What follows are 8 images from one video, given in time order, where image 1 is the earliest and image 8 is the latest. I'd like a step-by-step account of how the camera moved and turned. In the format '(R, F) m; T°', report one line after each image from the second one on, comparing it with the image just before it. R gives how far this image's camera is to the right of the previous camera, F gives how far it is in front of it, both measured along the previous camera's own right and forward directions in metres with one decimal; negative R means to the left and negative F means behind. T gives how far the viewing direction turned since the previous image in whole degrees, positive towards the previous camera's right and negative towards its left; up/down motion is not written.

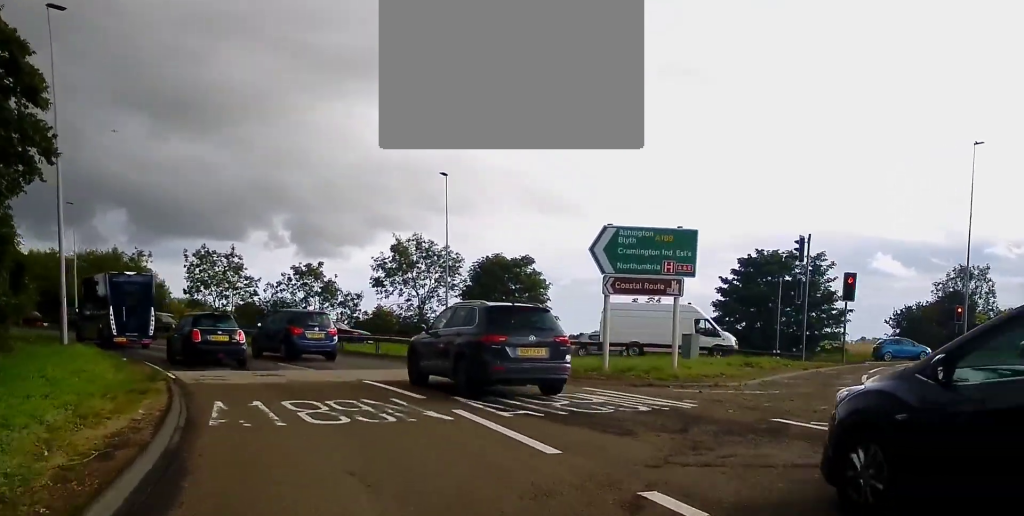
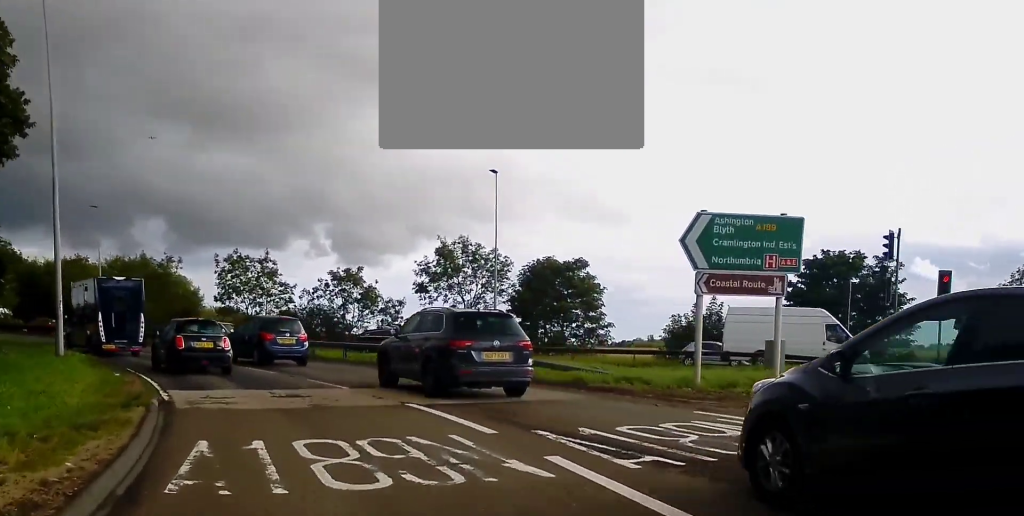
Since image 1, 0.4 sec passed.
(-0.1, +3.8) m; -1°
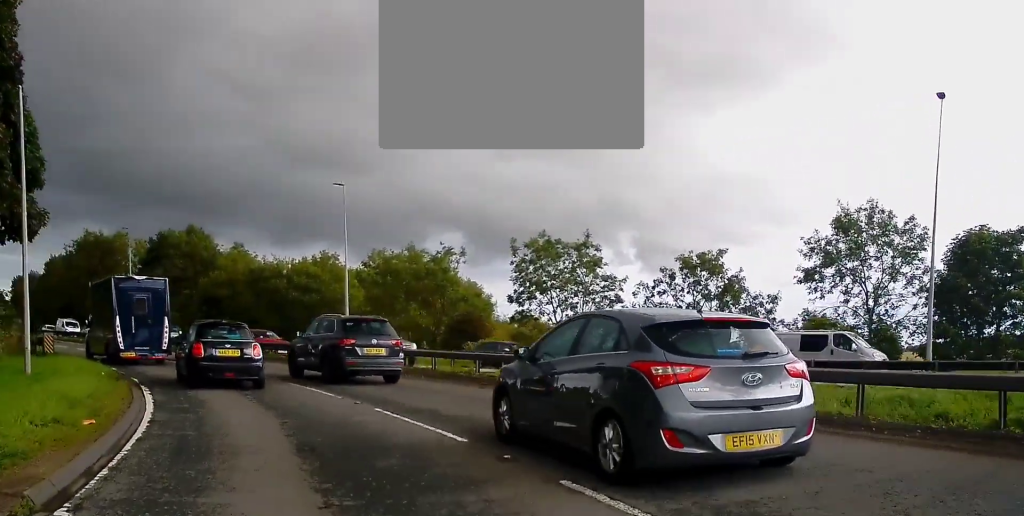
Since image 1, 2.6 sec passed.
(-2.1, +18.3) m; -17°
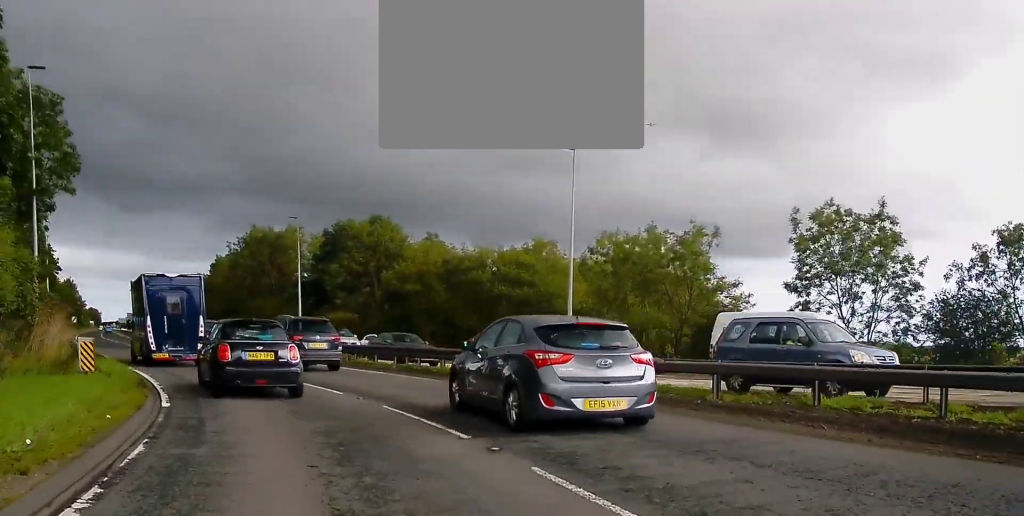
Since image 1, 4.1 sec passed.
(-1.3, +11.5) m; -12°
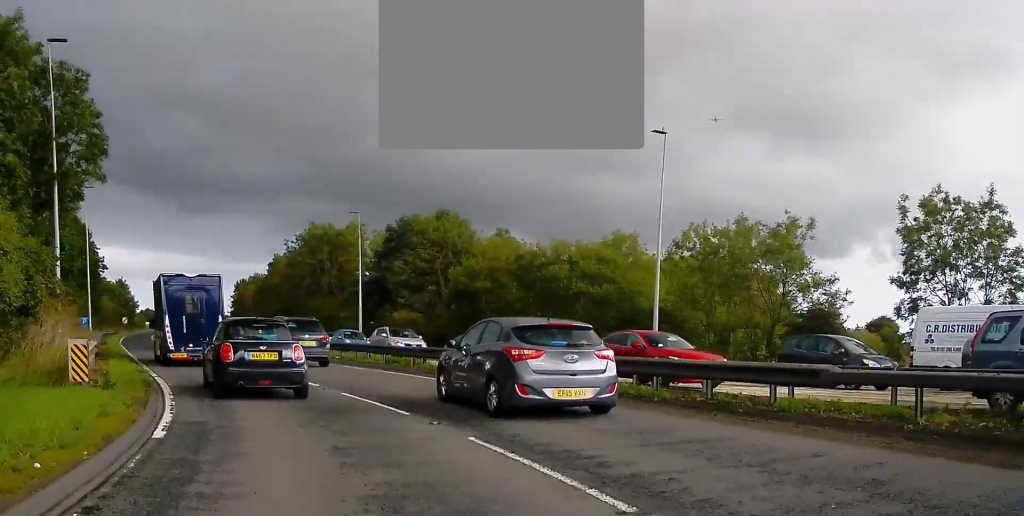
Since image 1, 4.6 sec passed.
(+0.1, +3.9) m; -4°
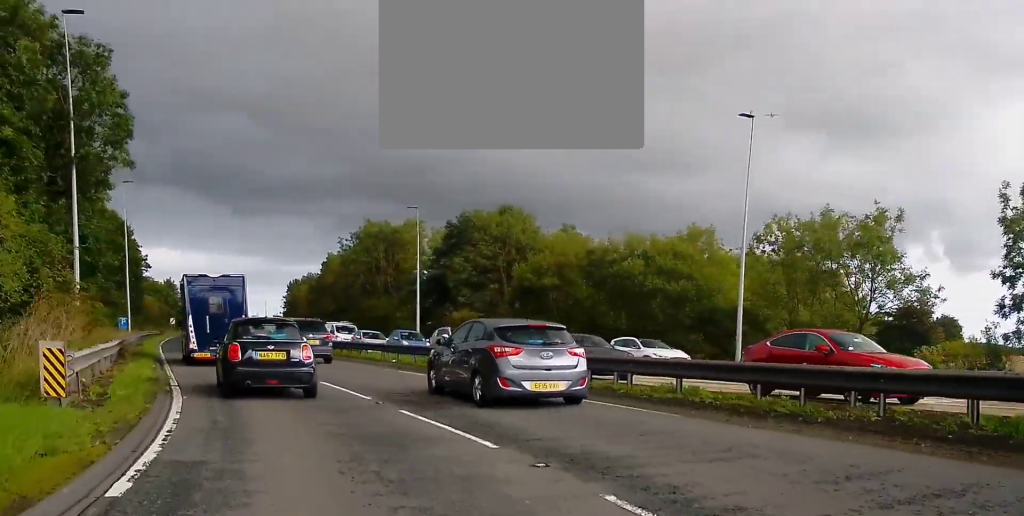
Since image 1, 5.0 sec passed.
(-0.3, +3.3) m; -4°
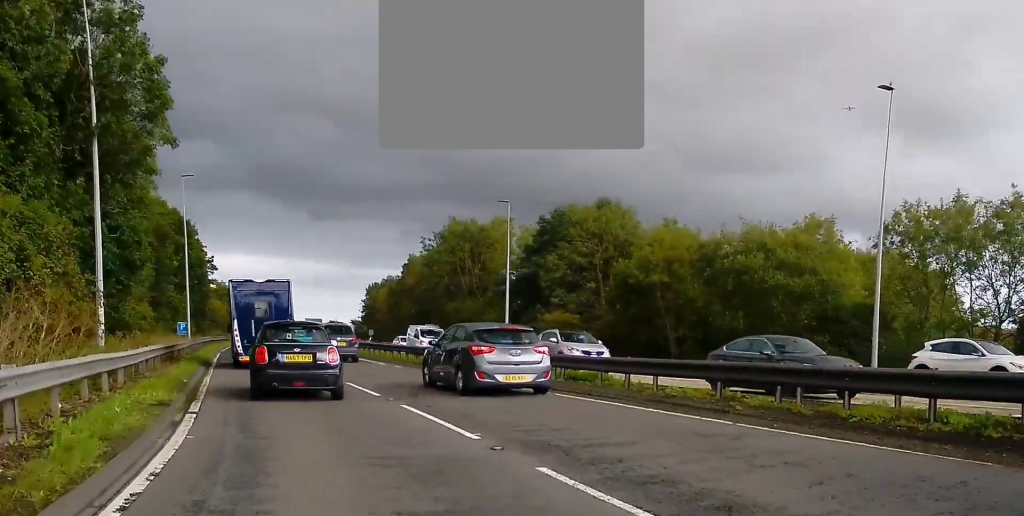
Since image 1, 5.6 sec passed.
(-0.2, +4.9) m; -6°
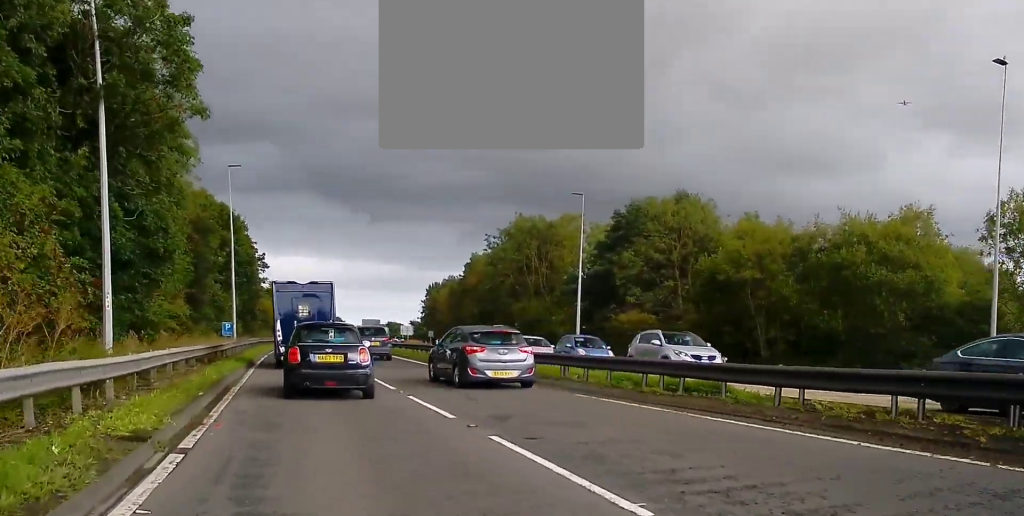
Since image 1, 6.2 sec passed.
(-0.2, +3.9) m; -5°
